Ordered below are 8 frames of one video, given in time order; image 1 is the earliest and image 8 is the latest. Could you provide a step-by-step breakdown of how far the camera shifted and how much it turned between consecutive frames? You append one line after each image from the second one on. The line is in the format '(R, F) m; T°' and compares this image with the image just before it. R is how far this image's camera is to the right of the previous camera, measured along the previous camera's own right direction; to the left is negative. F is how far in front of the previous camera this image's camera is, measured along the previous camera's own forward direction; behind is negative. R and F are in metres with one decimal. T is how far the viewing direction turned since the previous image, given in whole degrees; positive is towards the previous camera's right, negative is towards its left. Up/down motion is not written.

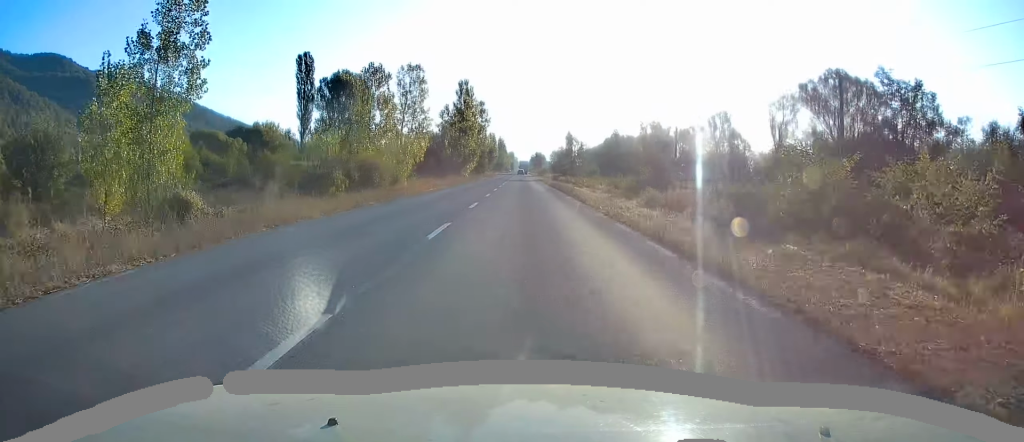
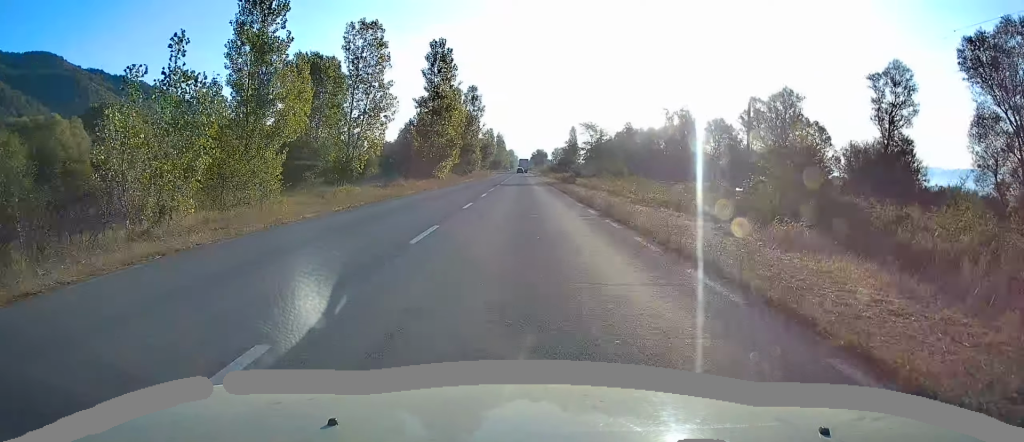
(+0.5, +27.9) m; 0°
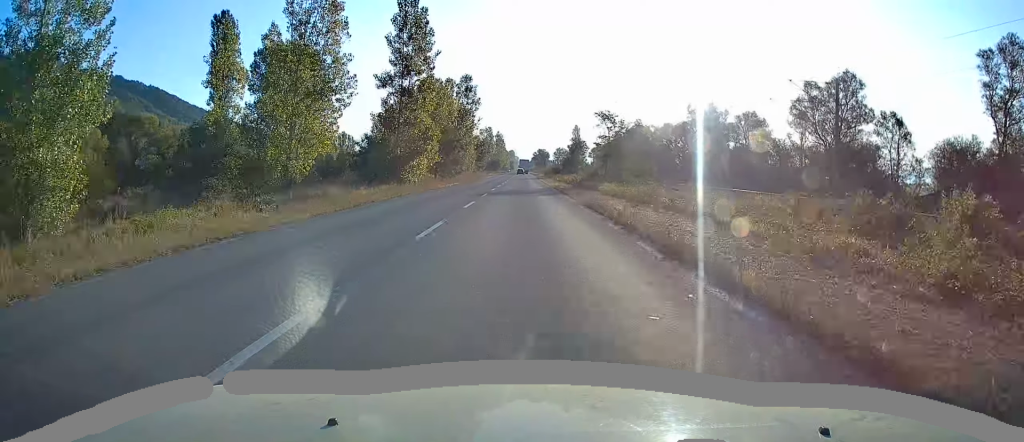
(-0.1, +17.0) m; -1°
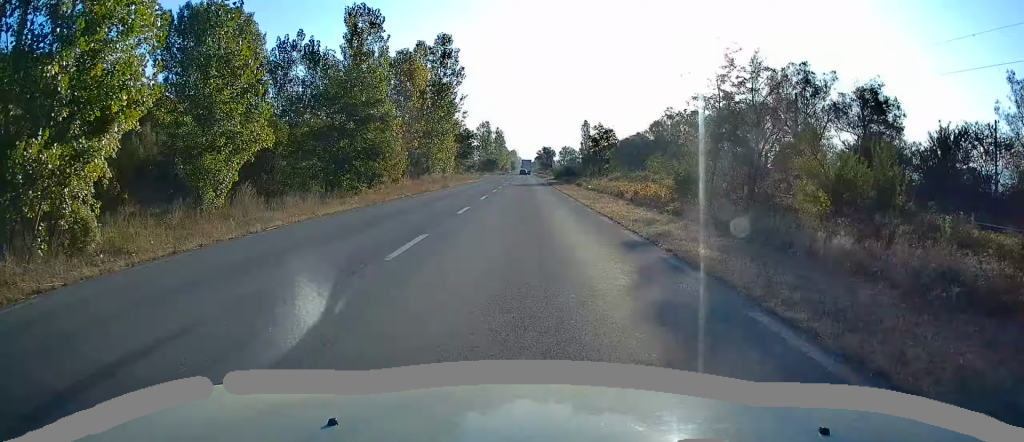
(-0.4, +38.3) m; 0°
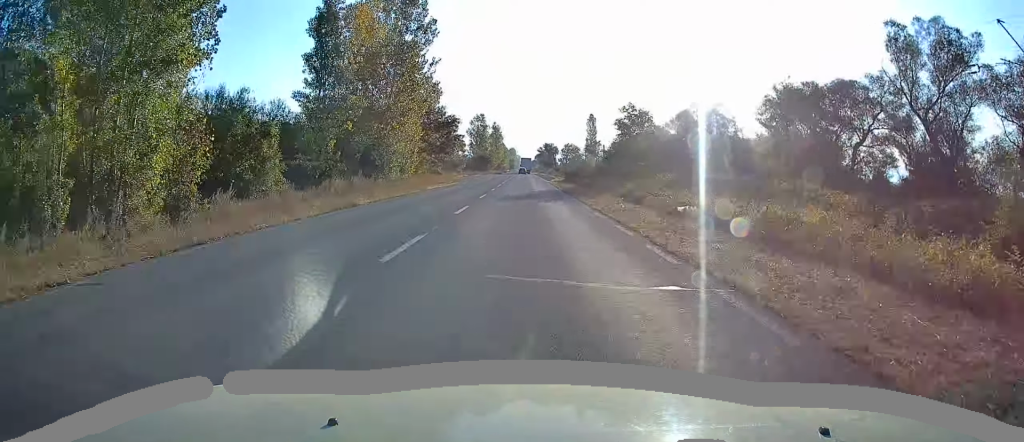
(+0.3, +27.4) m; +1°
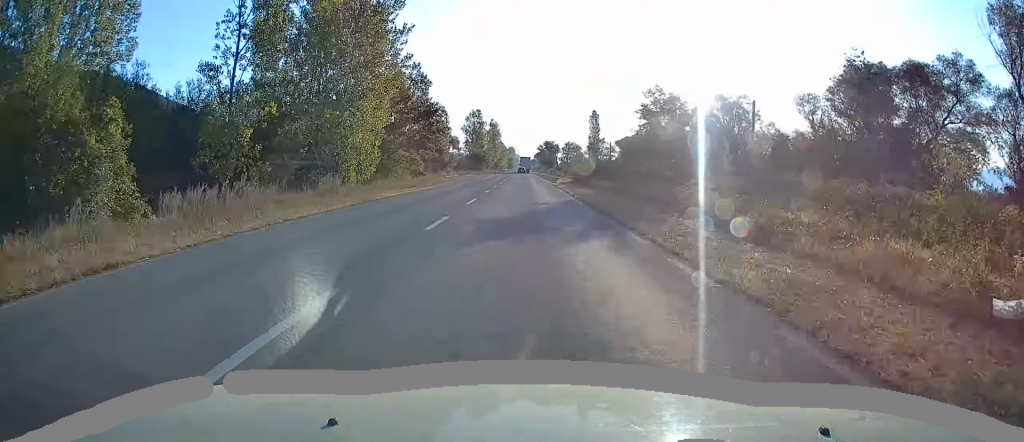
(0.0, +14.1) m; 0°
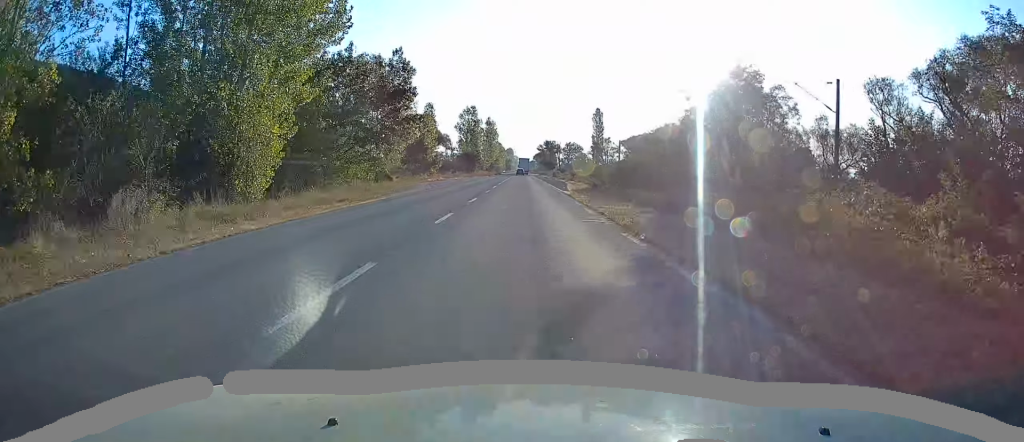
(0.0, +16.5) m; 0°
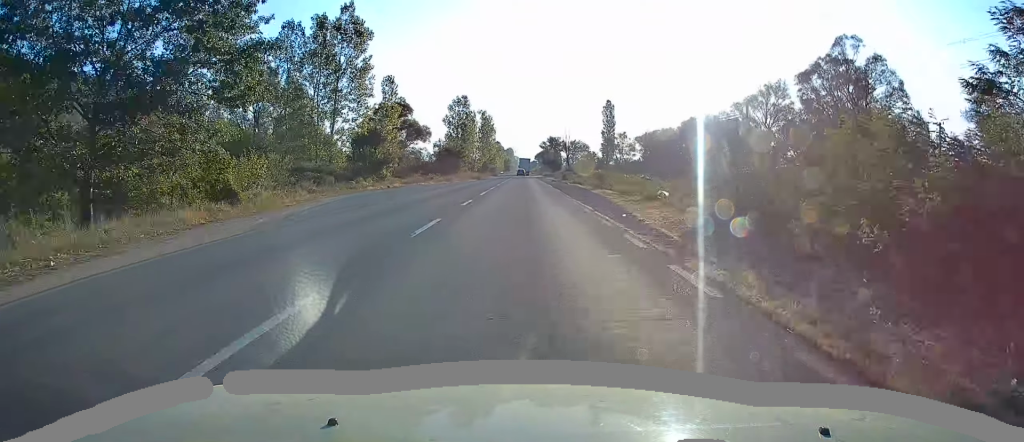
(0.0, +29.1) m; 0°
